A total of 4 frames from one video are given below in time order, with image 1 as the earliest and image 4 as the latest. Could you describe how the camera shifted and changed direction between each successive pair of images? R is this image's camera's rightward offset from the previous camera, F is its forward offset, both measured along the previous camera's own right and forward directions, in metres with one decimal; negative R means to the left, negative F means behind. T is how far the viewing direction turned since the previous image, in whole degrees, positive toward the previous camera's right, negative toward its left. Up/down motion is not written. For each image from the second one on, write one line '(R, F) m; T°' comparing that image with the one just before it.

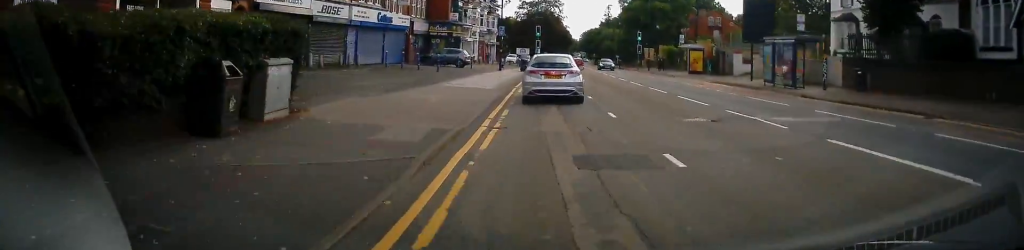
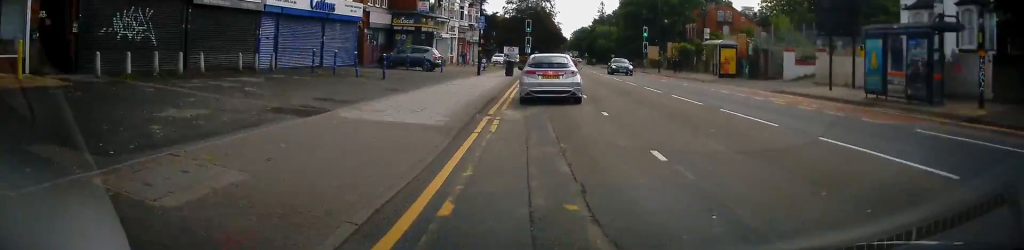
(+0.1, +11.5) m; 0°
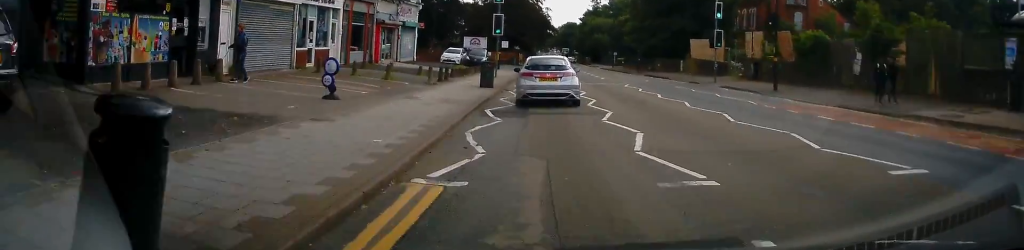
(+0.2, +34.4) m; +2°
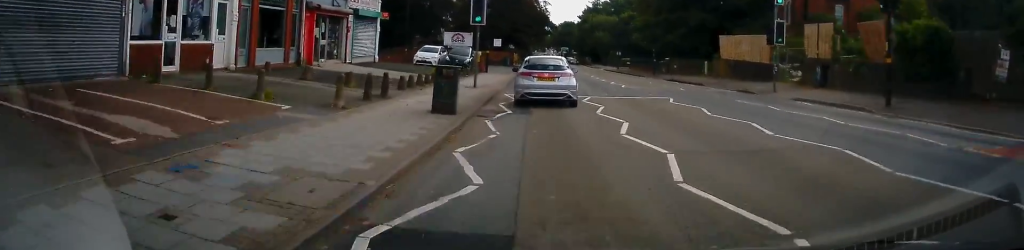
(+0.3, +10.8) m; +1°
